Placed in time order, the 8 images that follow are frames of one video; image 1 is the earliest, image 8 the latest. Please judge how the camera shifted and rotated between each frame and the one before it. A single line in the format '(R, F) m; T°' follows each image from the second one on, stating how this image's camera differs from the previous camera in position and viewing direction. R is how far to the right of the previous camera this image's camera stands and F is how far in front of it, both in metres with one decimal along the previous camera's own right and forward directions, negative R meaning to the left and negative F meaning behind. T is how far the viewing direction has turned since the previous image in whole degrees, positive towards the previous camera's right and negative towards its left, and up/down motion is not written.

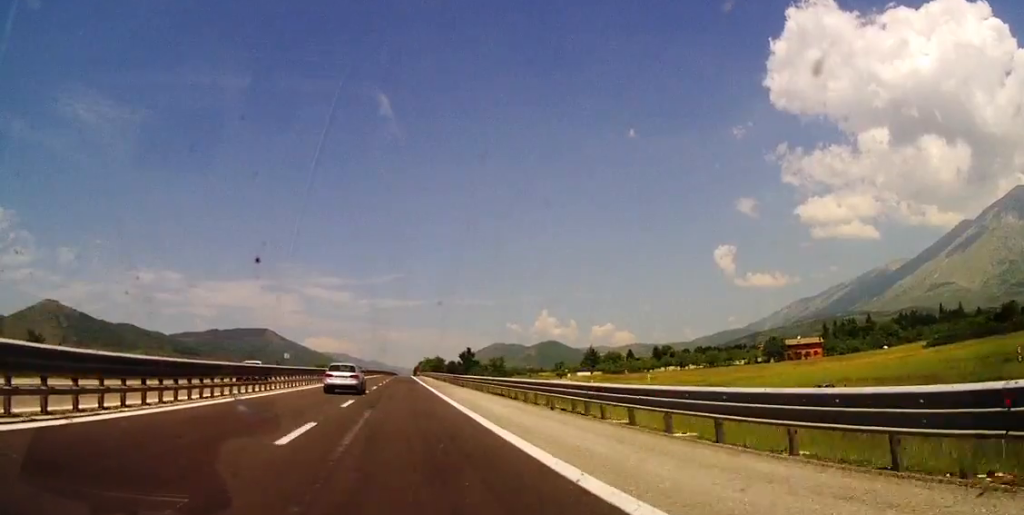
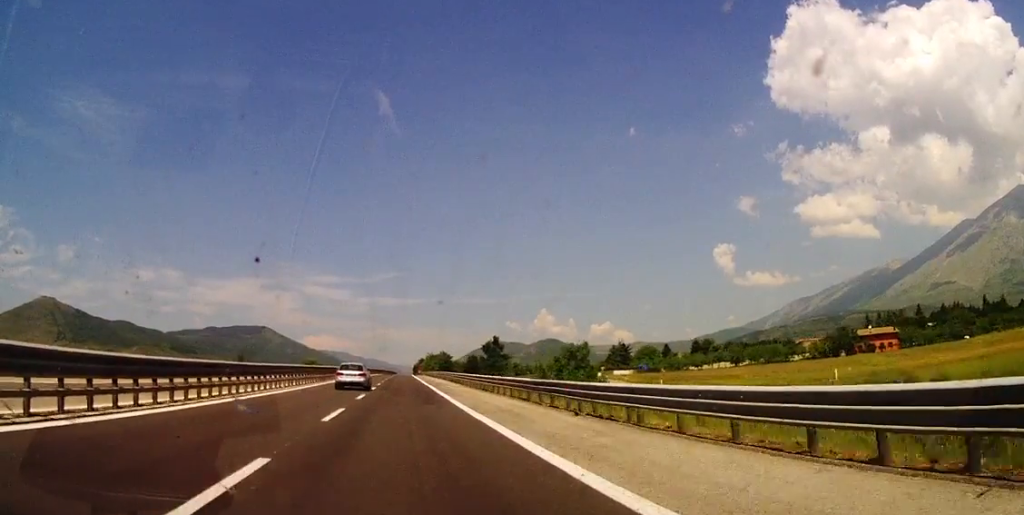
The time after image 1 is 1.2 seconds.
(-0.4, +41.4) m; 0°
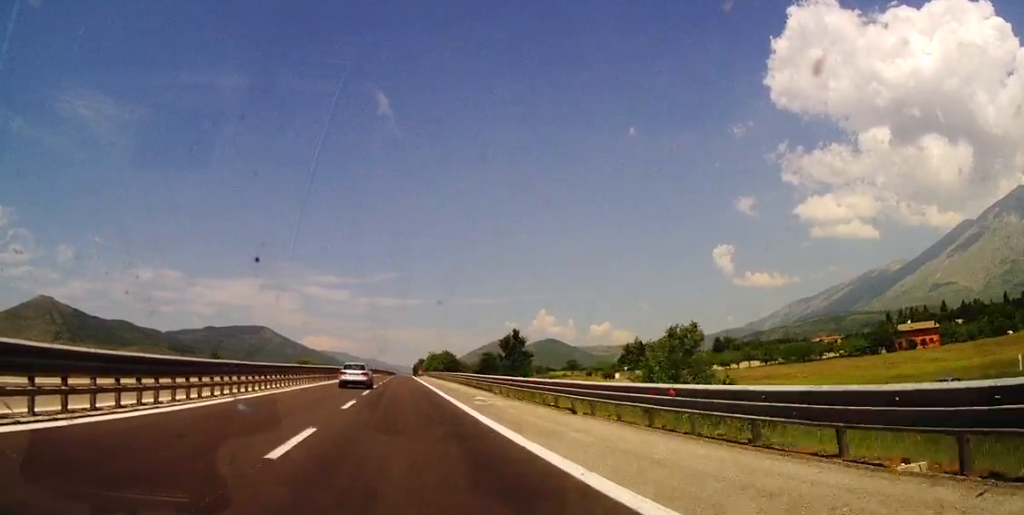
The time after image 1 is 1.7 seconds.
(+0.4, +18.7) m; +1°
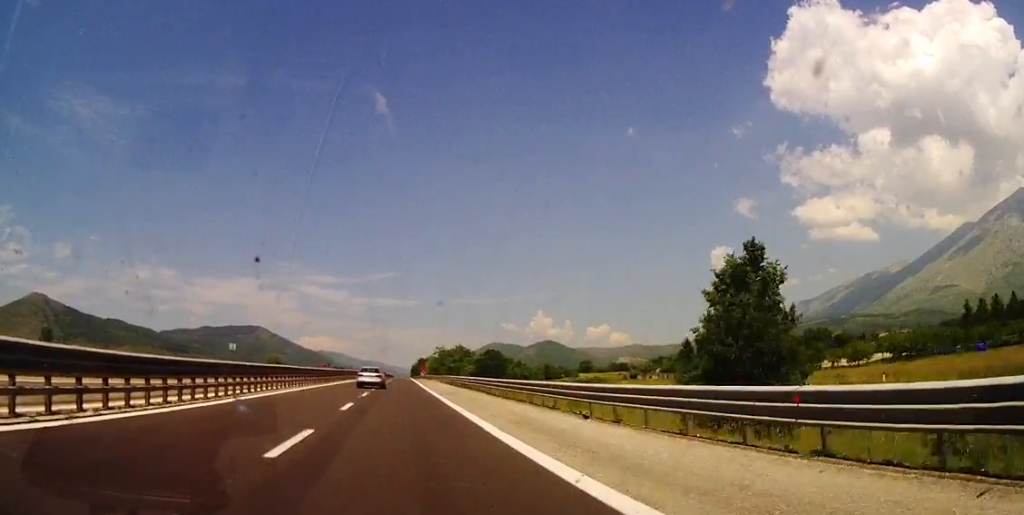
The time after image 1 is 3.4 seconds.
(+0.3, +58.1) m; 0°
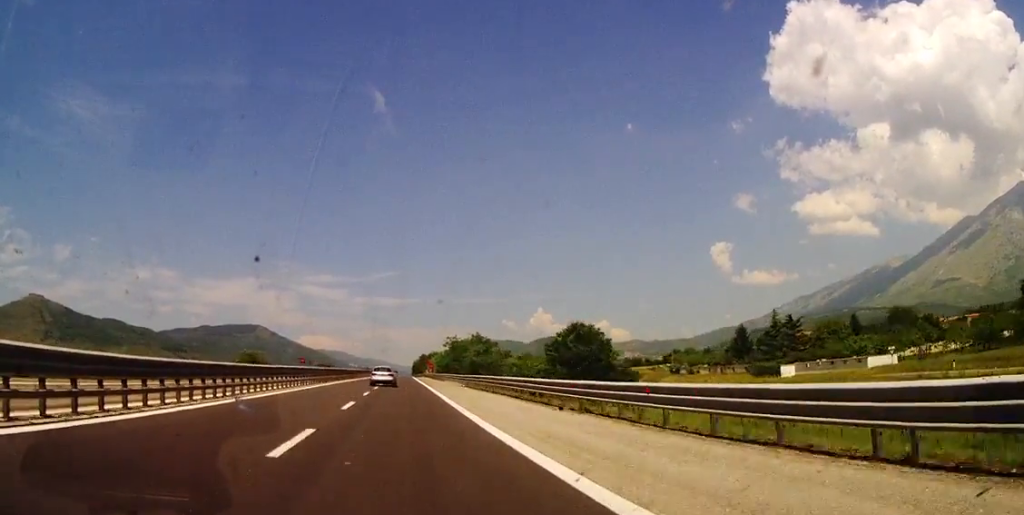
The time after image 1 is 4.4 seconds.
(-0.3, +34.7) m; 0°
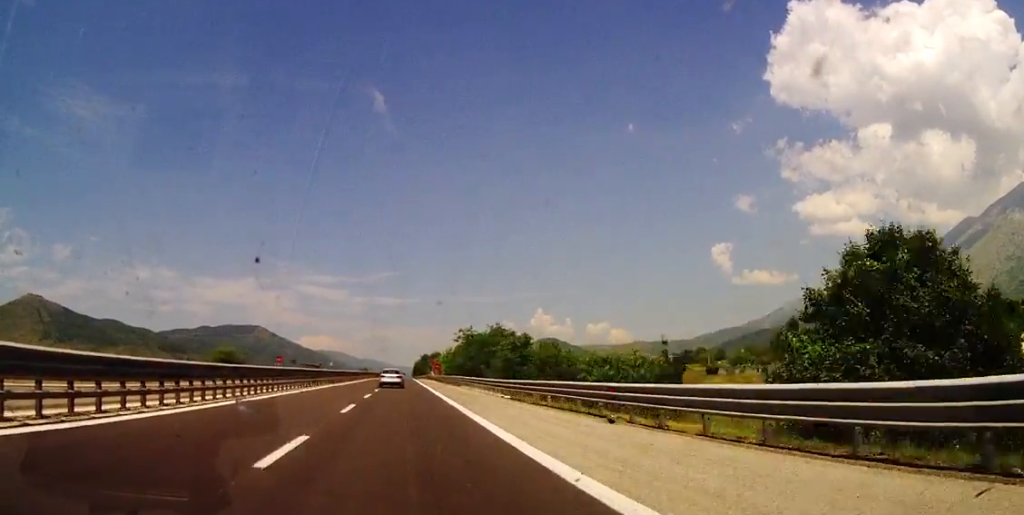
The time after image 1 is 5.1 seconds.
(+0.3, +24.3) m; 0°
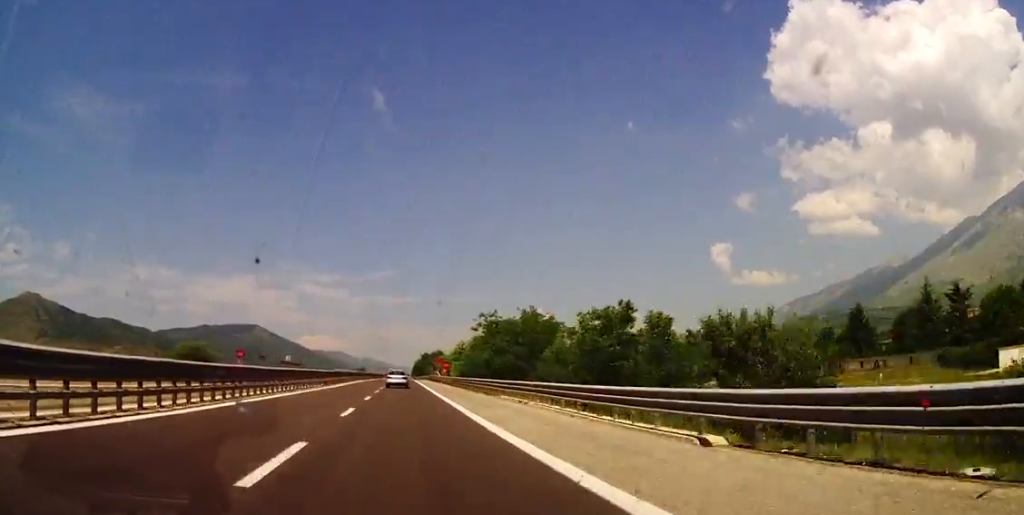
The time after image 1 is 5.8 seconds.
(-0.1, +24.2) m; 0°
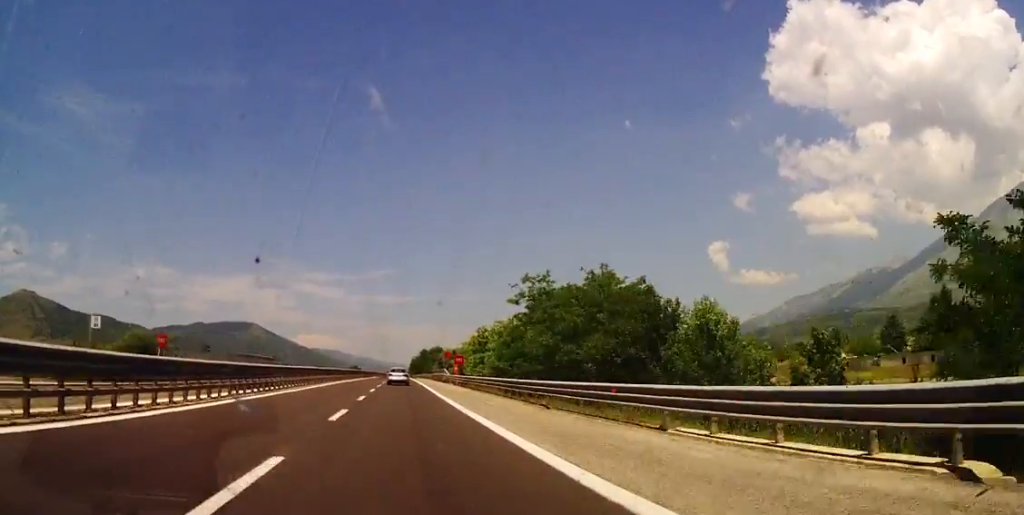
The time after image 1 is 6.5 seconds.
(0.0, +25.3) m; 0°
